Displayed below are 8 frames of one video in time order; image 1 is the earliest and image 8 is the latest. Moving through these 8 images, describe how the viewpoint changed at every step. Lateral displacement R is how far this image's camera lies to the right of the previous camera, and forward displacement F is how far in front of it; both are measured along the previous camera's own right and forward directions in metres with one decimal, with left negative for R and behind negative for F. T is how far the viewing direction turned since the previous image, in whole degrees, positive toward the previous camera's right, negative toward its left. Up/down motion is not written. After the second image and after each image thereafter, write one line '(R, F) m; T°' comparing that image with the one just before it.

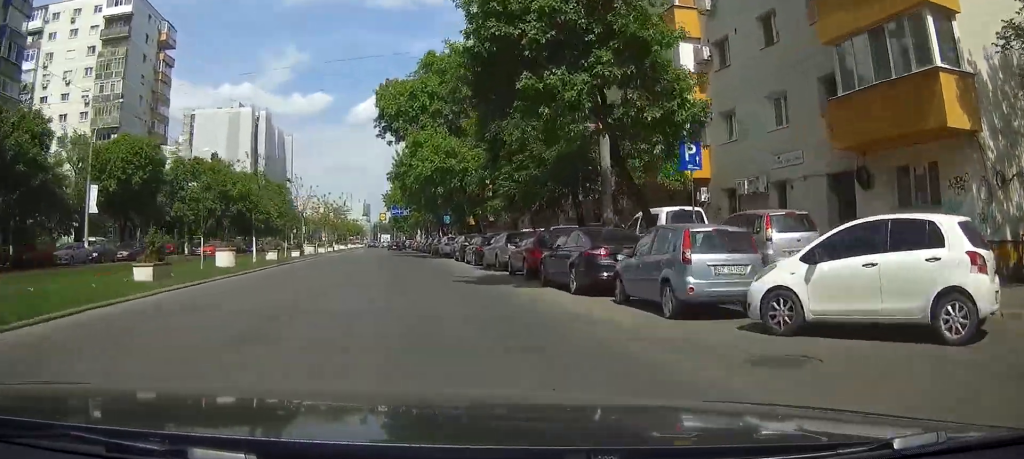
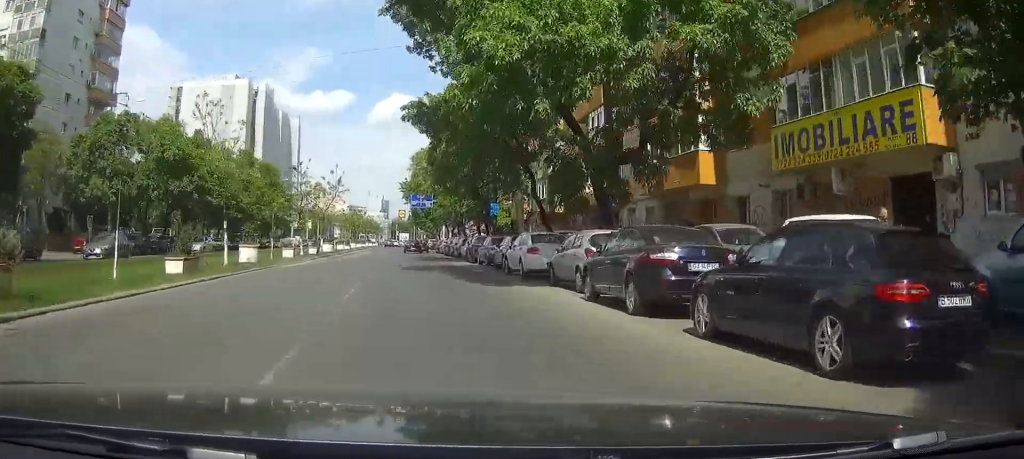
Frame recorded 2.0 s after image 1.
(-0.1, +27.0) m; 0°
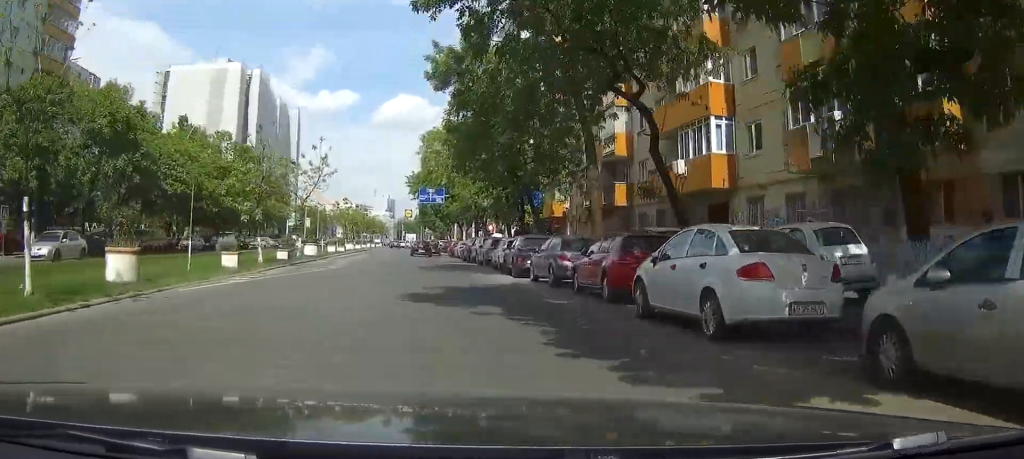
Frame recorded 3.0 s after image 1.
(-0.1, +14.0) m; -1°
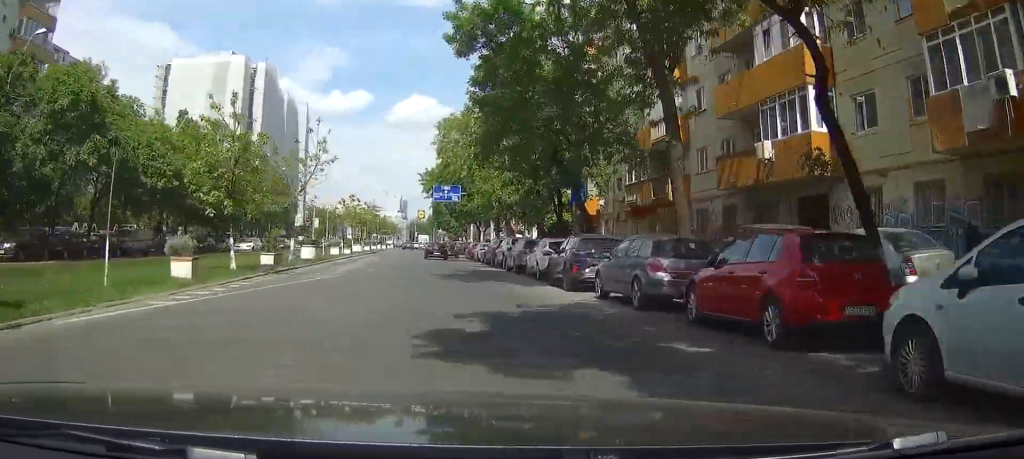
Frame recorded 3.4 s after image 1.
(0.0, +6.6) m; -1°
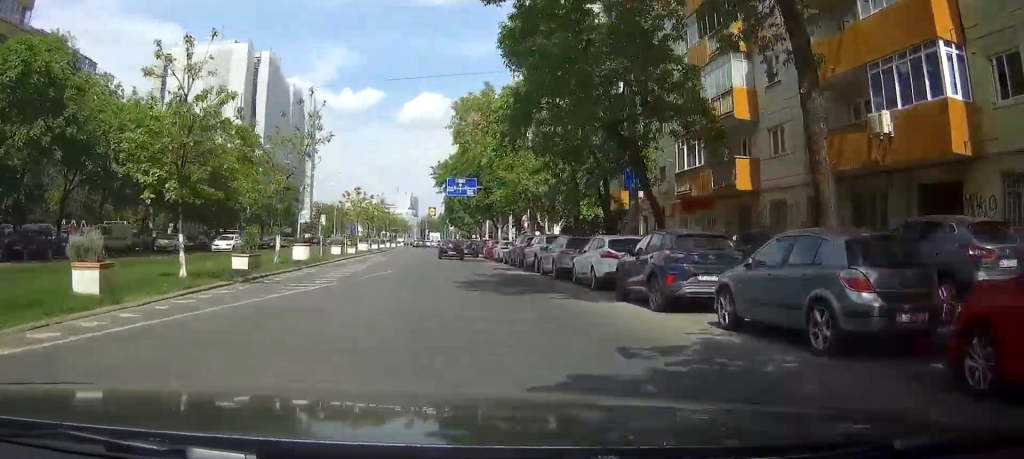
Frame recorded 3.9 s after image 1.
(0.0, +6.2) m; -1°
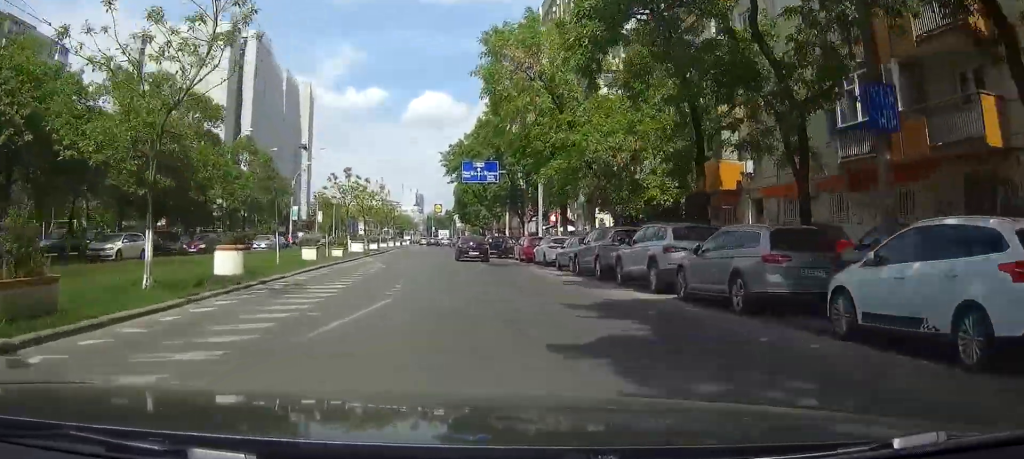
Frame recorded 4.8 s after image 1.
(-0.2, +14.2) m; -1°
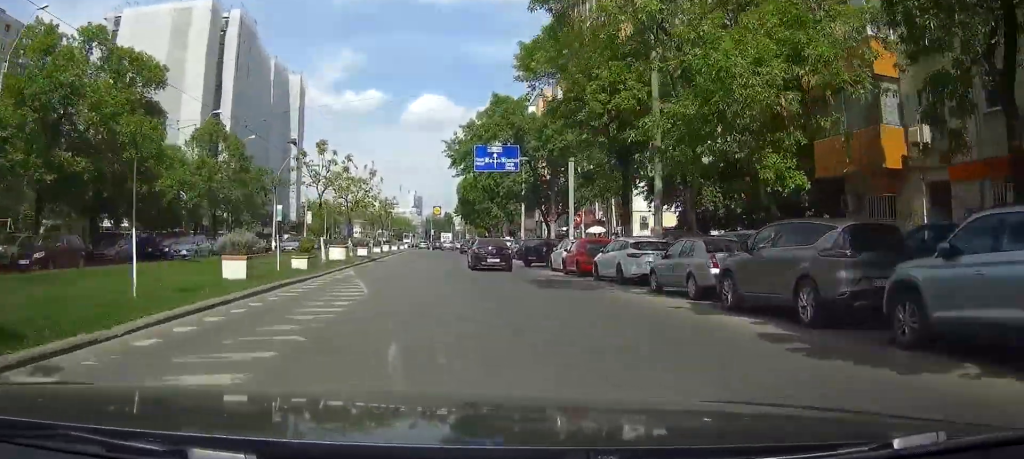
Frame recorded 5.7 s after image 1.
(-0.1, +12.4) m; 0°
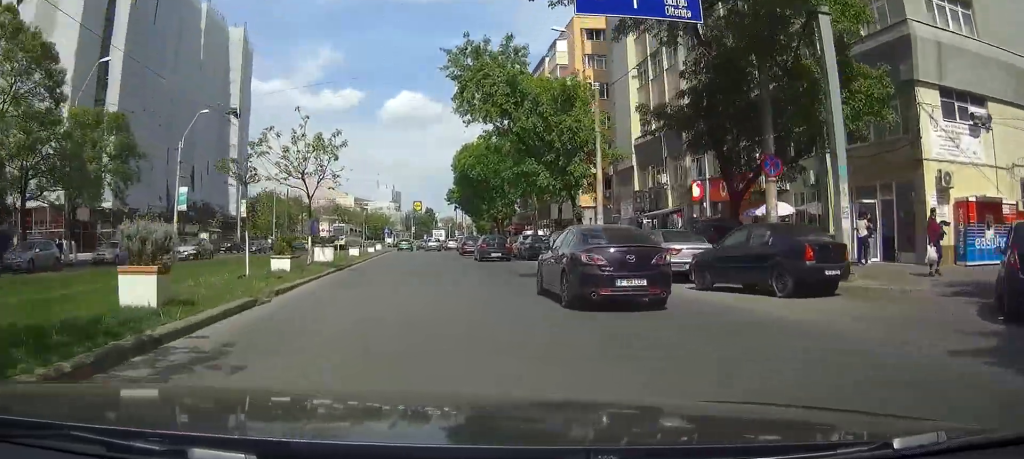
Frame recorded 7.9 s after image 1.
(+0.6, +35.2) m; +2°
